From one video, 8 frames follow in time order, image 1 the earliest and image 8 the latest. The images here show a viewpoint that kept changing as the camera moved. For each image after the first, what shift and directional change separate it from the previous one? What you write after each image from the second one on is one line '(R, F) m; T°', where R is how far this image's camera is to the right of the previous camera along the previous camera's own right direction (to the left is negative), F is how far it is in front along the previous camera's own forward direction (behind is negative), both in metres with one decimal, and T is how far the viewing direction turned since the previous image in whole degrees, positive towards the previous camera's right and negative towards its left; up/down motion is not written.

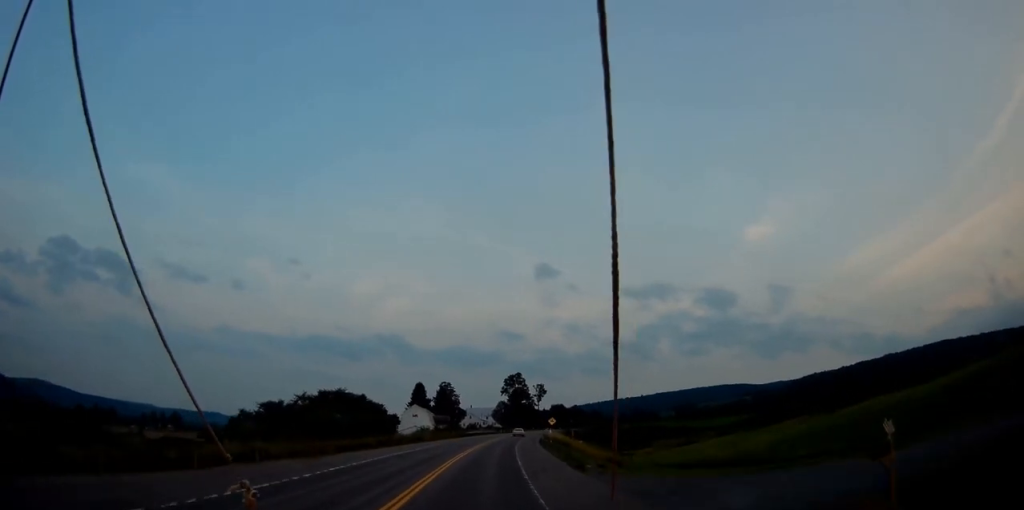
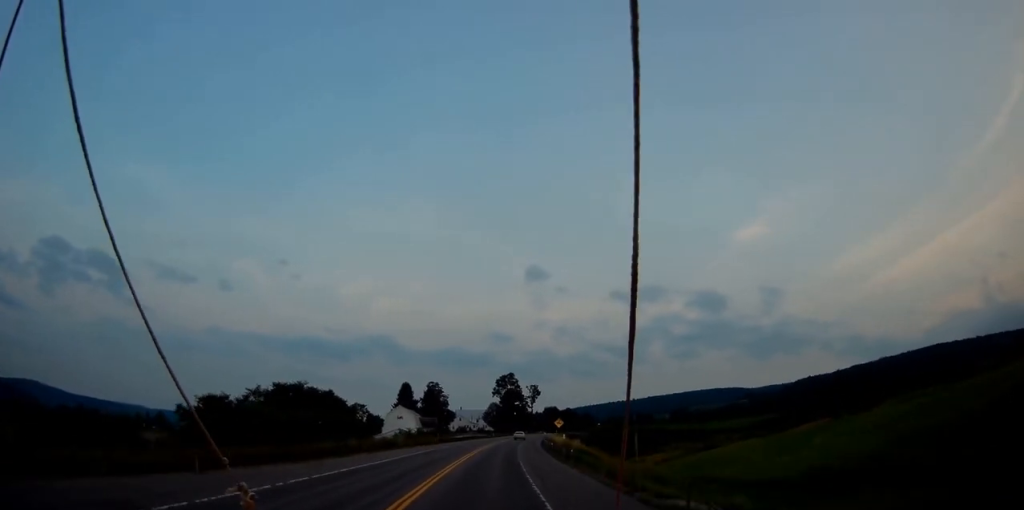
(0.0, +14.4) m; 0°
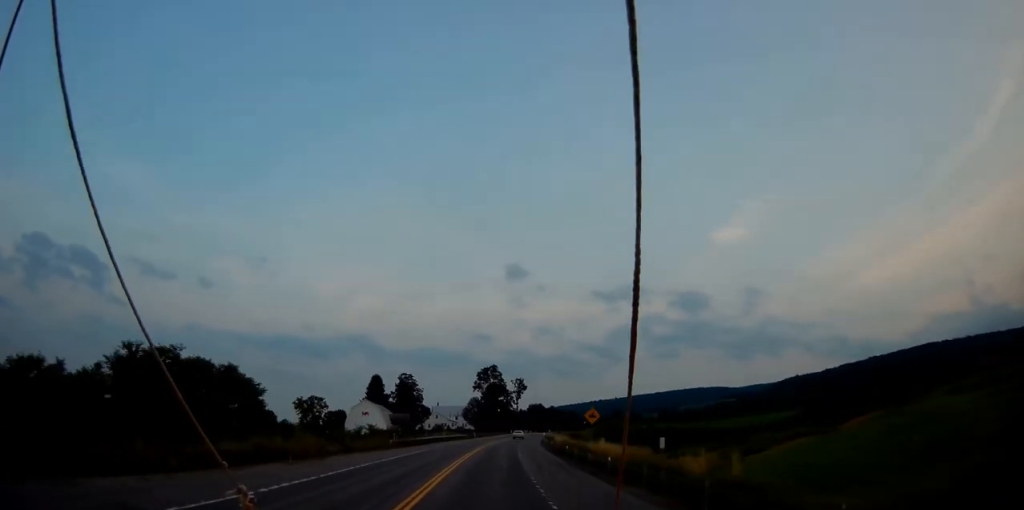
(+0.2, +26.0) m; +1°
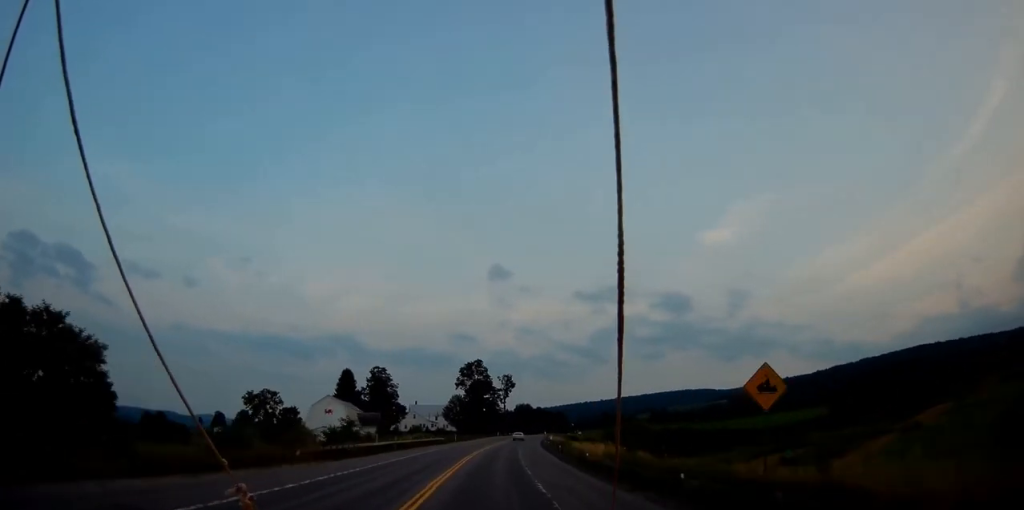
(+0.3, +22.8) m; +2°
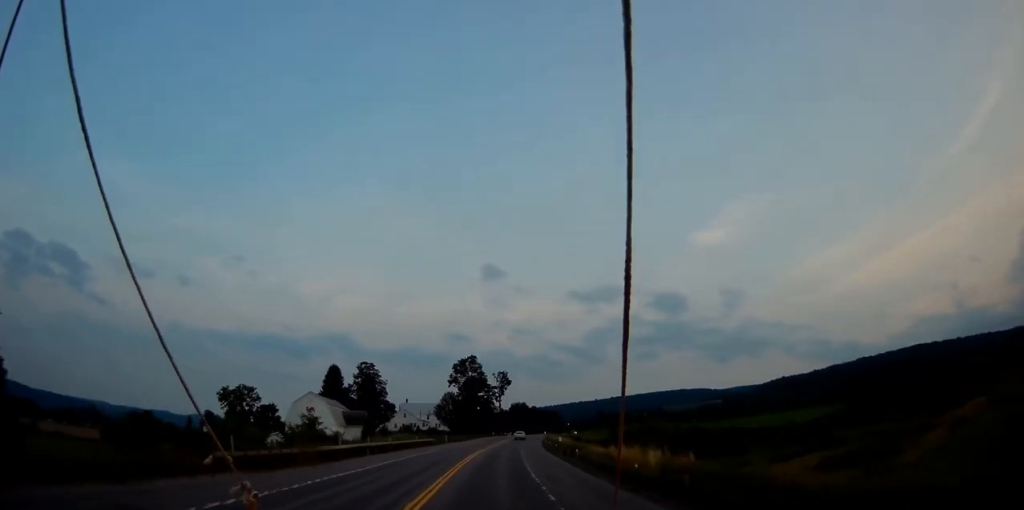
(0.0, +9.8) m; +1°
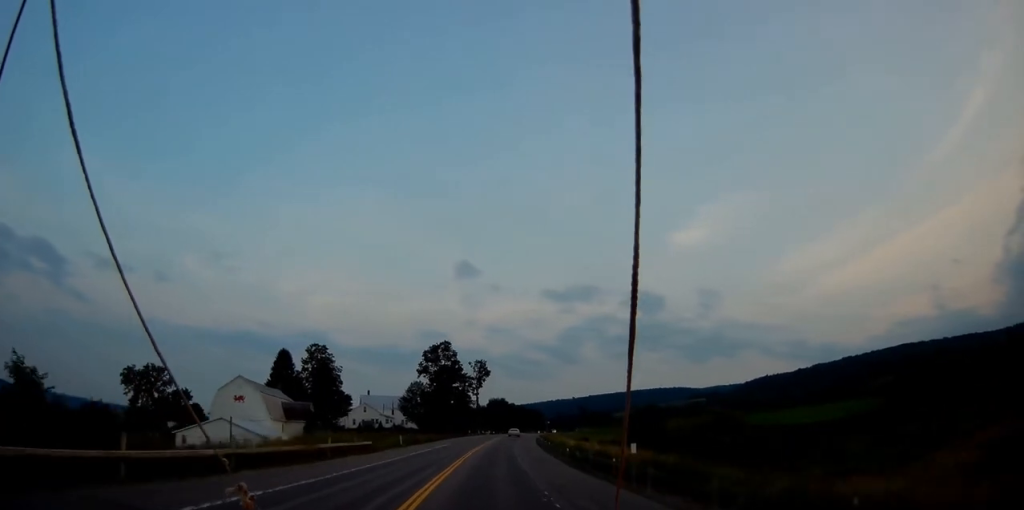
(+0.4, +26.6) m; +2°
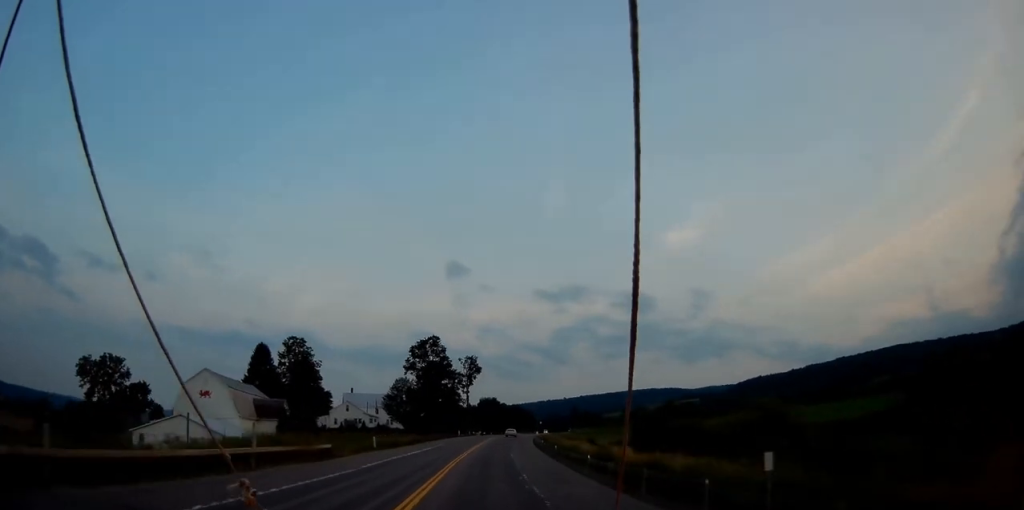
(+0.1, +9.6) m; +1°
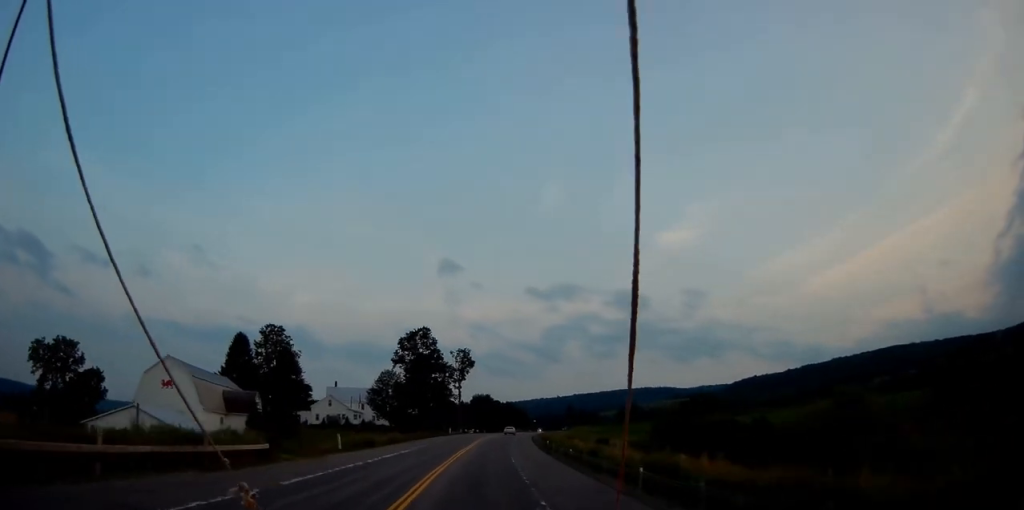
(-0.1, +9.6) m; +1°
